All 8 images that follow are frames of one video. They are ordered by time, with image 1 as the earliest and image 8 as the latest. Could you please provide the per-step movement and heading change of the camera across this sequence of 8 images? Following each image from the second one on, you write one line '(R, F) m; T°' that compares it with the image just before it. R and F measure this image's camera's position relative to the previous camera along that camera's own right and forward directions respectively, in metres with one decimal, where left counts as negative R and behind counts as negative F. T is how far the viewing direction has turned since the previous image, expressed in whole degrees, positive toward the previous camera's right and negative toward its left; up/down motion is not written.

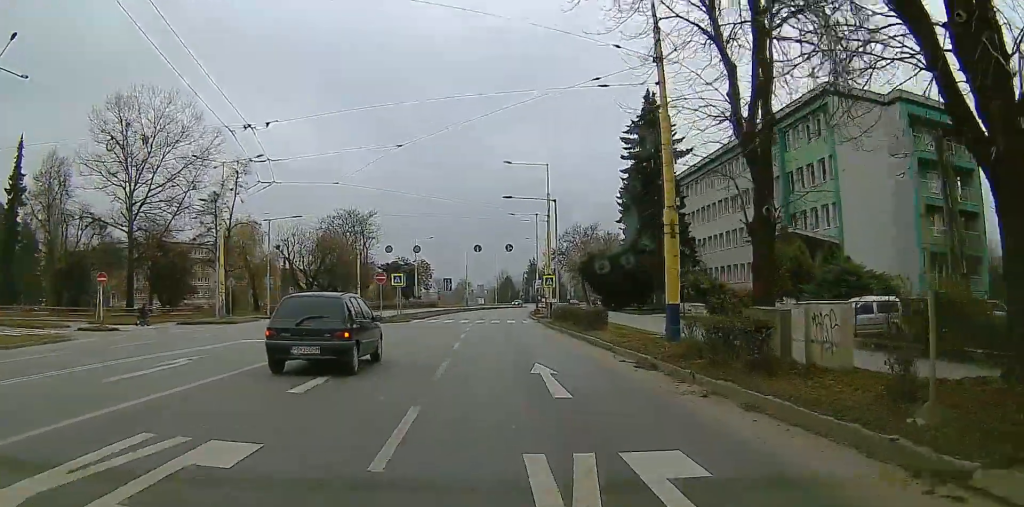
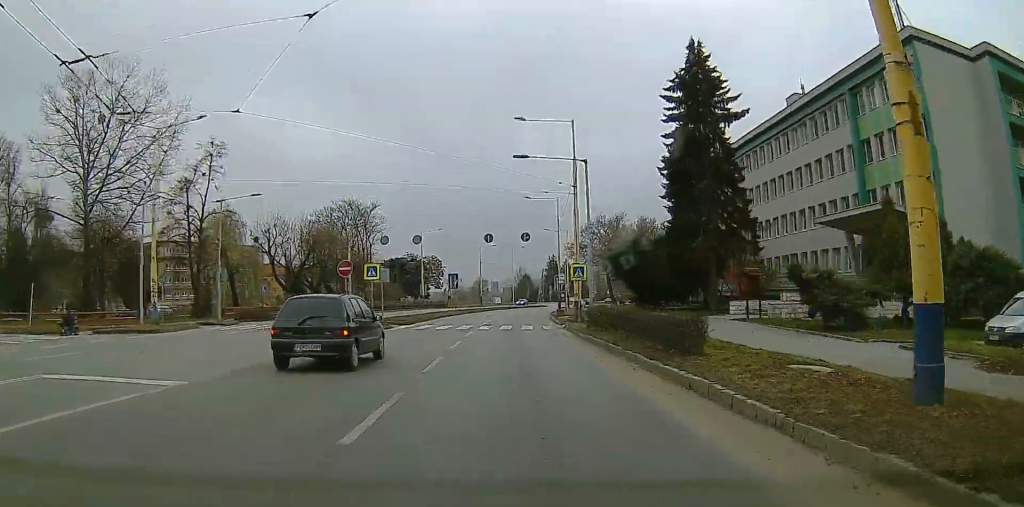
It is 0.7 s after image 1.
(0.0, +11.4) m; 0°
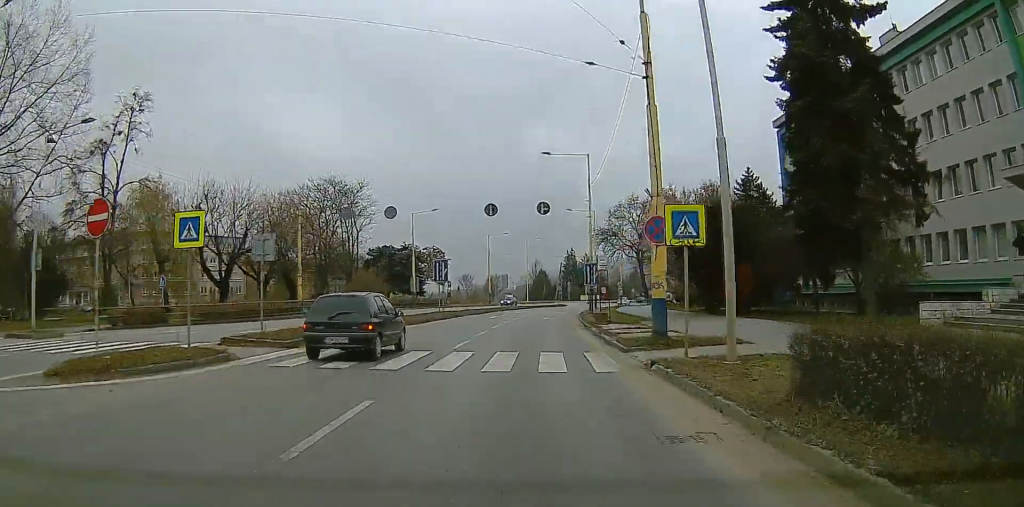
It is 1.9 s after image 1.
(0.0, +19.0) m; 0°
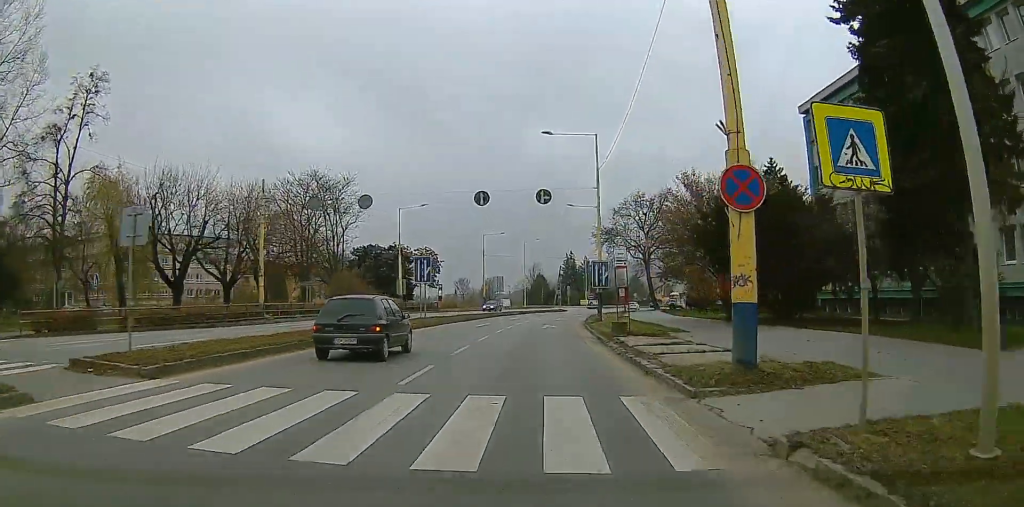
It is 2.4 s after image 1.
(0.0, +6.8) m; 0°
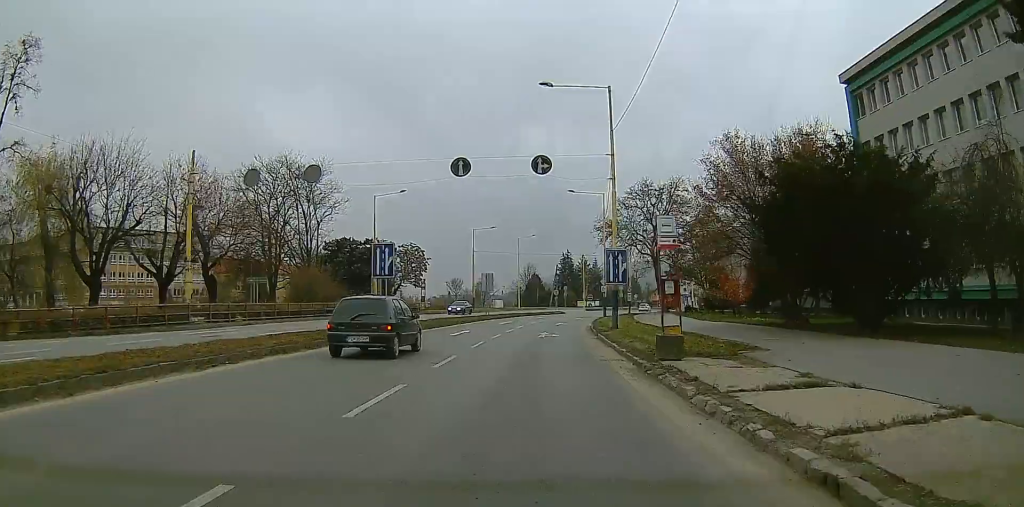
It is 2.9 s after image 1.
(-0.1, +8.9) m; -1°
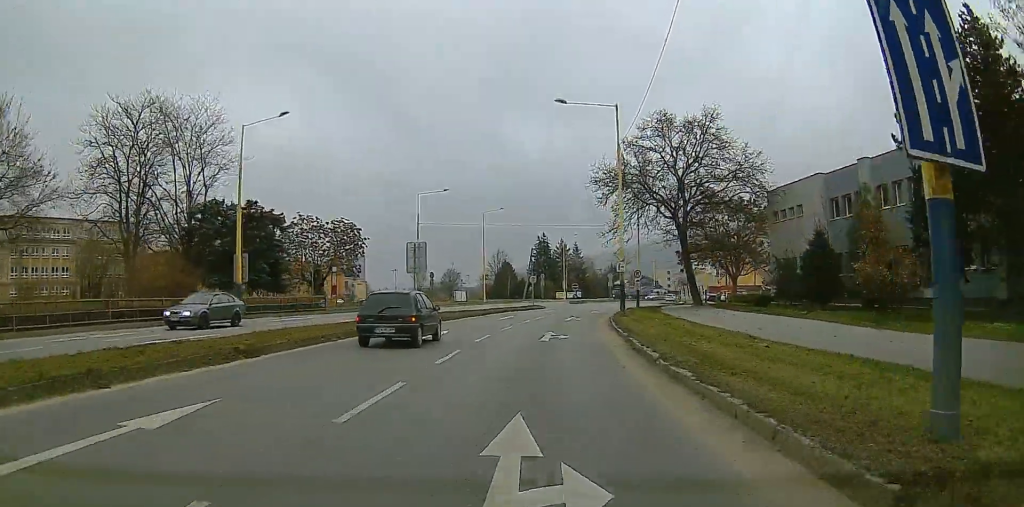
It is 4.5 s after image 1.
(-0.4, +24.4) m; +1°
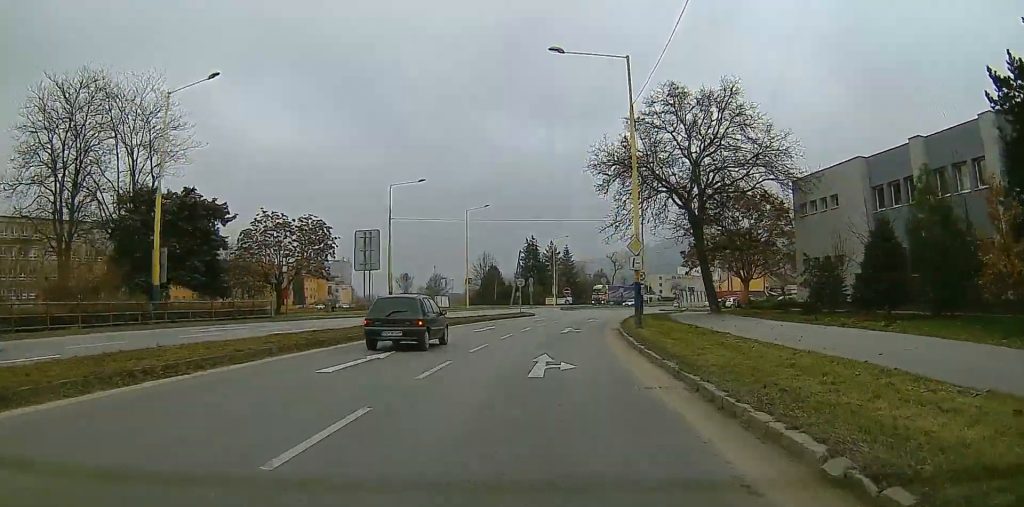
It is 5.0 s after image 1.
(+0.4, +8.0) m; +2°
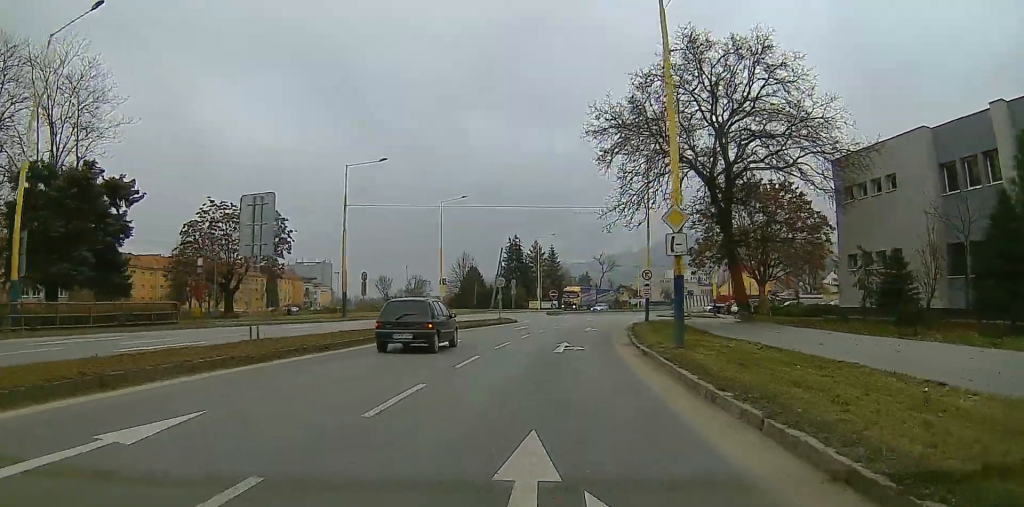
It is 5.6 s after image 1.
(+0.2, +9.4) m; +2°
